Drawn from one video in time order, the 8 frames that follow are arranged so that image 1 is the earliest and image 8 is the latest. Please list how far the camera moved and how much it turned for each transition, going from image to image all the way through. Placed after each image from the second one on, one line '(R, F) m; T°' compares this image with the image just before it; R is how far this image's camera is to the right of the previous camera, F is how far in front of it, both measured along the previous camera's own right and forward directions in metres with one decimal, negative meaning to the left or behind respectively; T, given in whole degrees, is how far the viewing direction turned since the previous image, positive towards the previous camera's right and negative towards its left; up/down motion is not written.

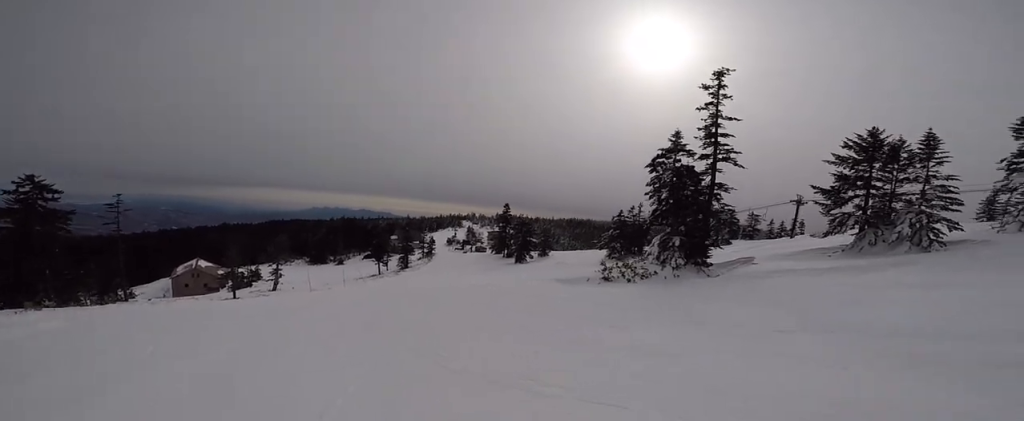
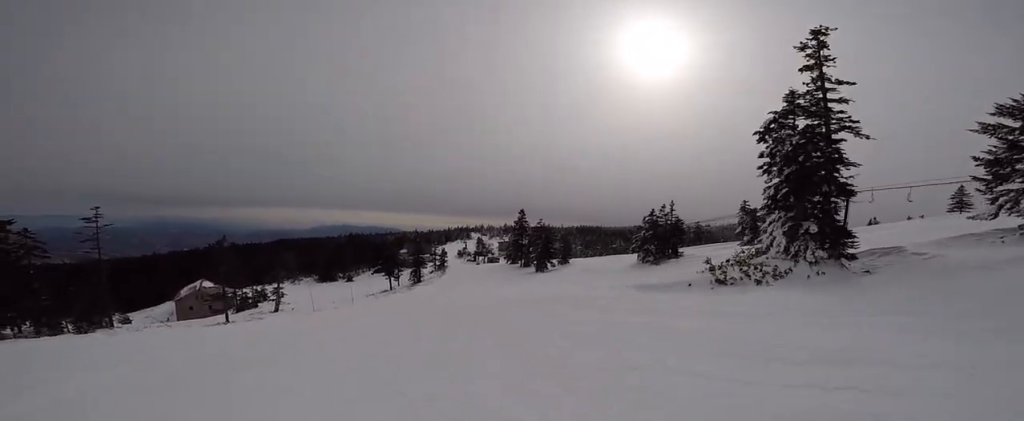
(+1.2, +7.4) m; +6°
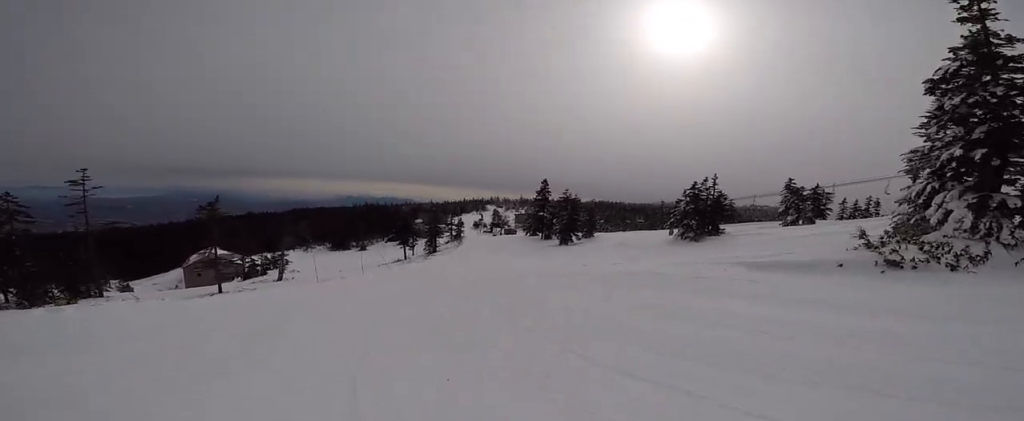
(-0.5, +5.8) m; 0°
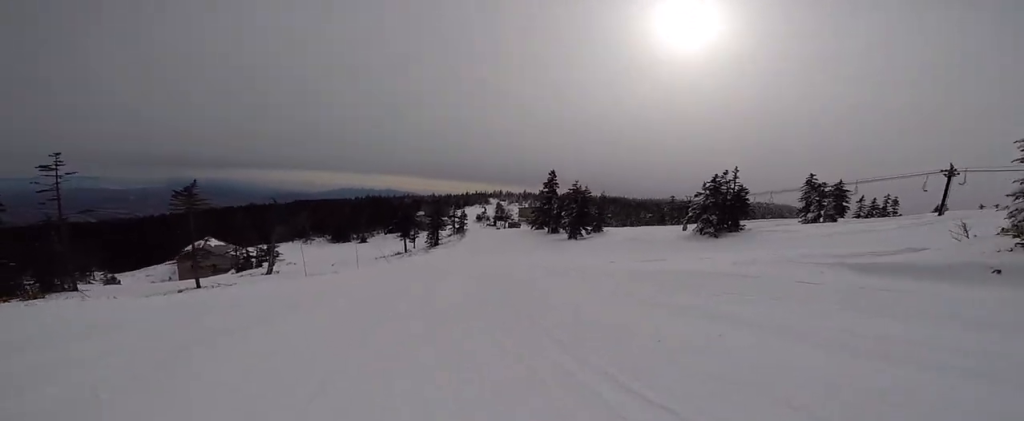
(+0.1, +3.9) m; +2°
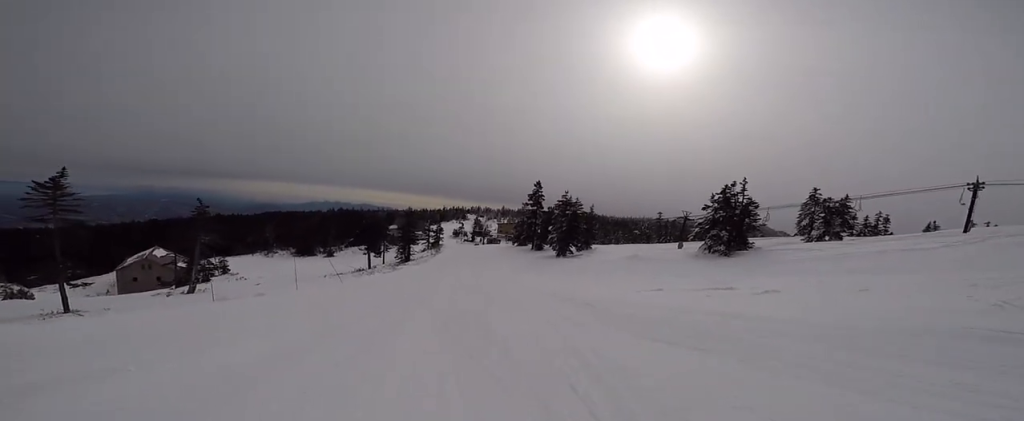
(+0.5, +8.5) m; +2°
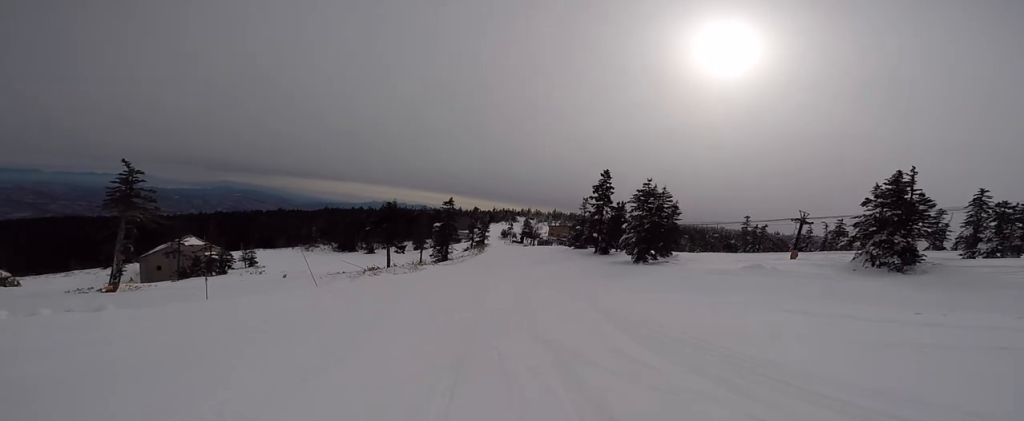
(-1.2, +15.3) m; -3°
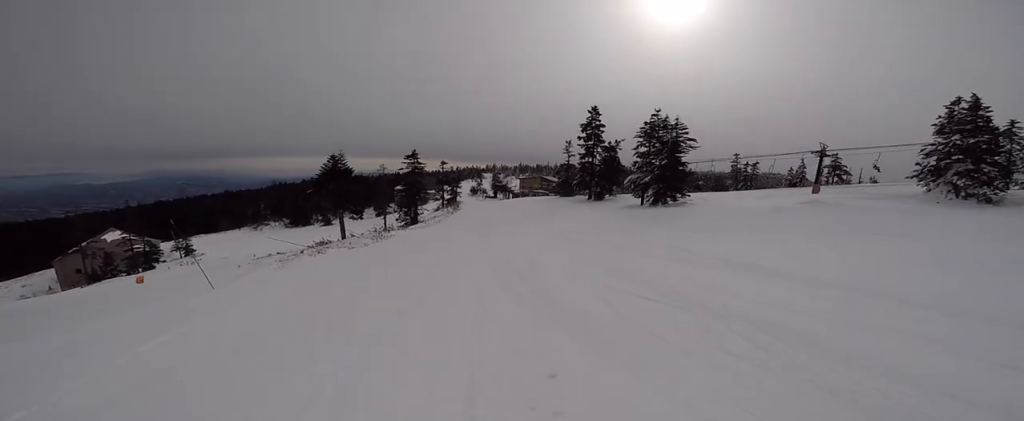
(+0.9, +9.5) m; +5°
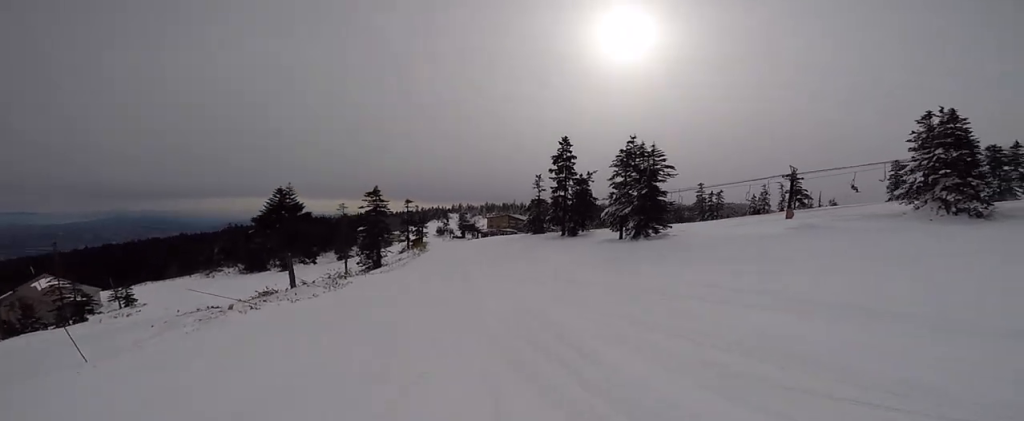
(0.0, +3.7) m; 0°
